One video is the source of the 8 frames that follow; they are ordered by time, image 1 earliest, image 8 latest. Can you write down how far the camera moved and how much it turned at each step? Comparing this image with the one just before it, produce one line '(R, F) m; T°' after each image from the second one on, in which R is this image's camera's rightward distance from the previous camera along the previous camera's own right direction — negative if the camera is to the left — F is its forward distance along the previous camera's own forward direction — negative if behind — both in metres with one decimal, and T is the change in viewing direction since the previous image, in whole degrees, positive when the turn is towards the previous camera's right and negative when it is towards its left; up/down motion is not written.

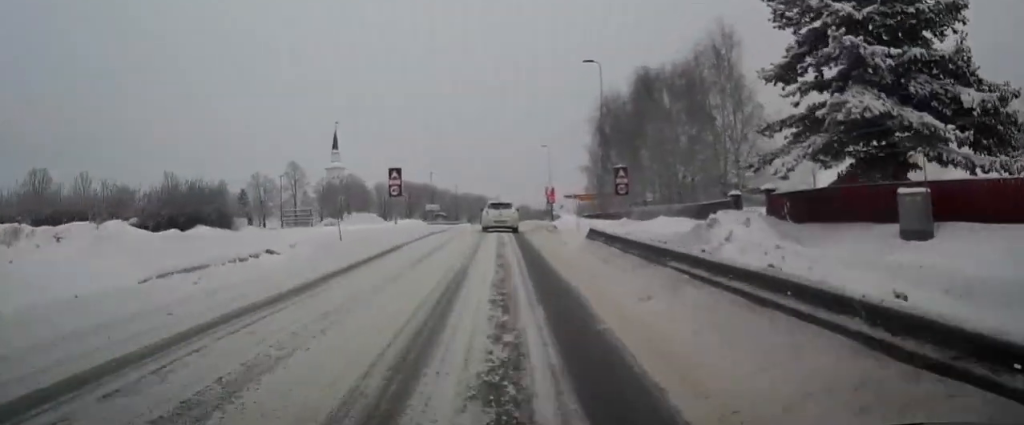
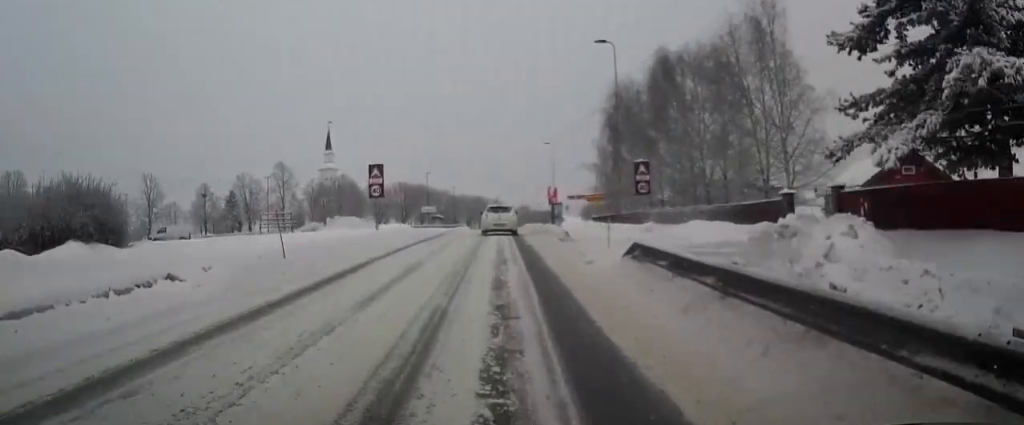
(+0.1, +5.3) m; -1°
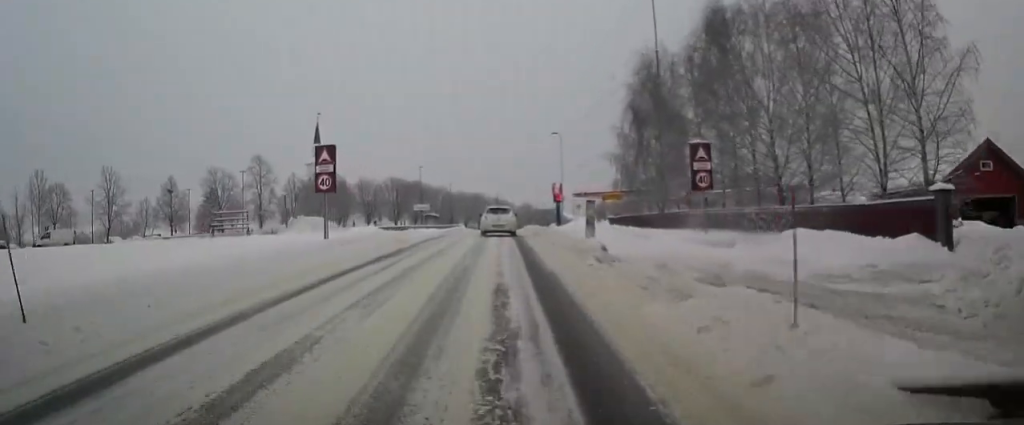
(-0.3, +8.9) m; 0°
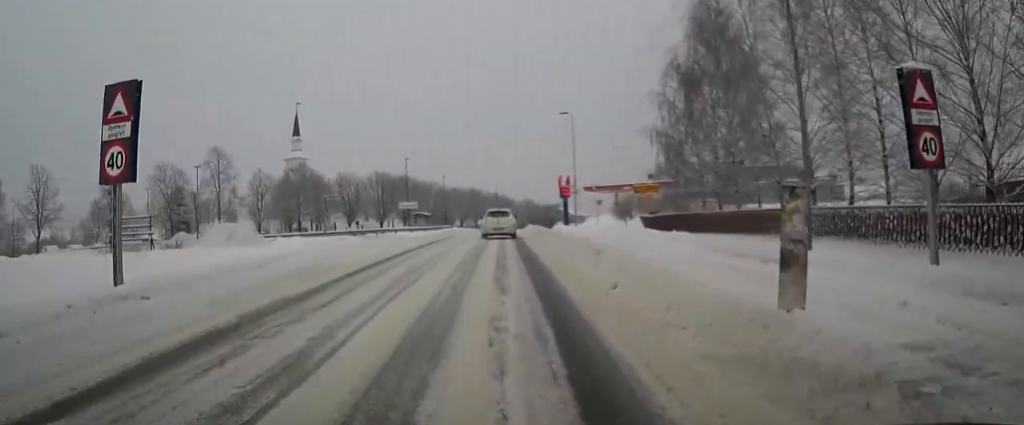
(+0.3, +12.0) m; +2°
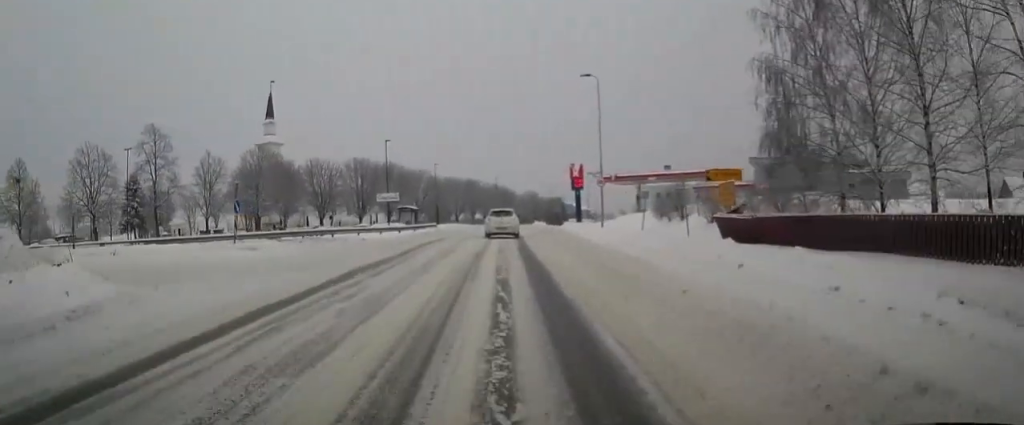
(-0.1, +13.7) m; -1°
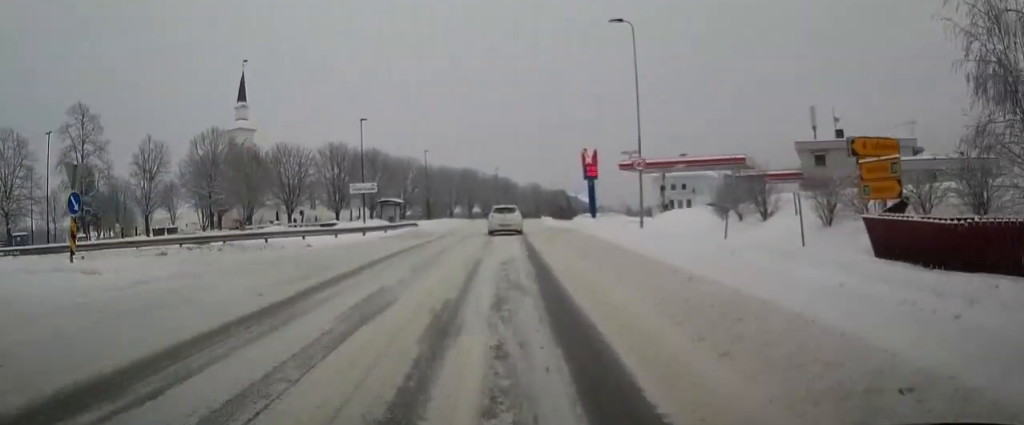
(-0.2, +11.3) m; 0°
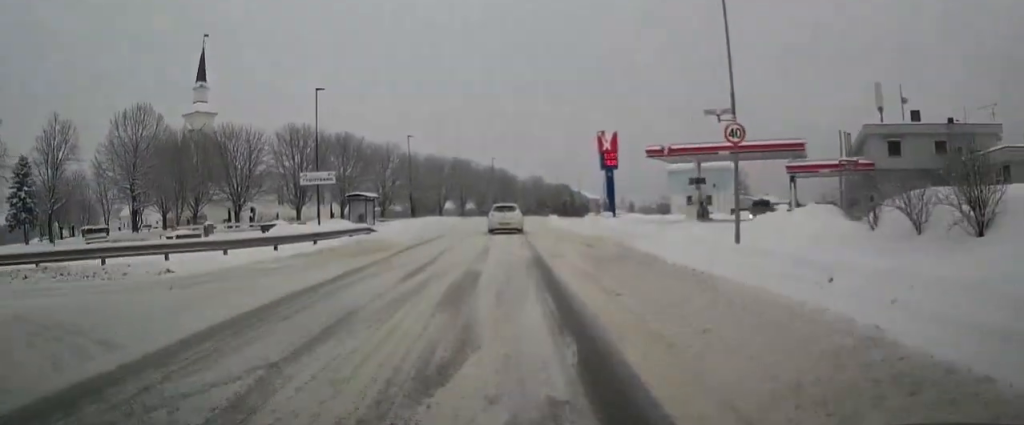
(+0.1, +12.4) m; +1°
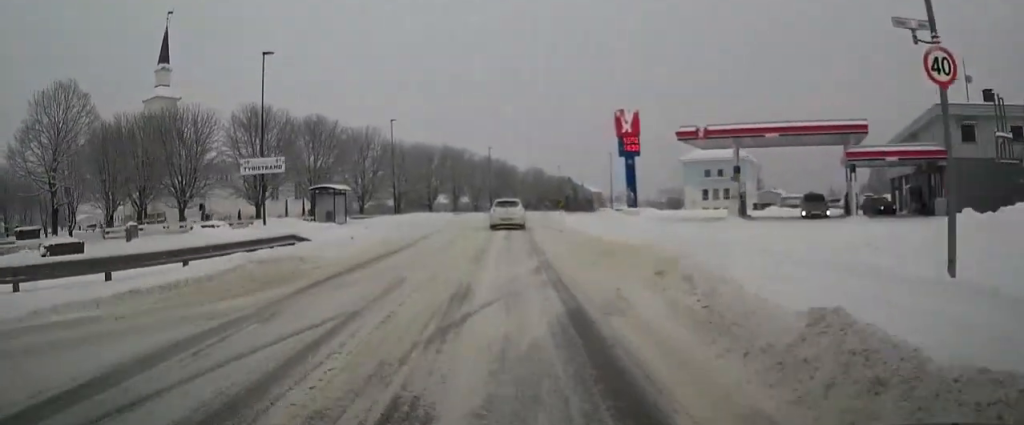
(0.0, +9.1) m; 0°
